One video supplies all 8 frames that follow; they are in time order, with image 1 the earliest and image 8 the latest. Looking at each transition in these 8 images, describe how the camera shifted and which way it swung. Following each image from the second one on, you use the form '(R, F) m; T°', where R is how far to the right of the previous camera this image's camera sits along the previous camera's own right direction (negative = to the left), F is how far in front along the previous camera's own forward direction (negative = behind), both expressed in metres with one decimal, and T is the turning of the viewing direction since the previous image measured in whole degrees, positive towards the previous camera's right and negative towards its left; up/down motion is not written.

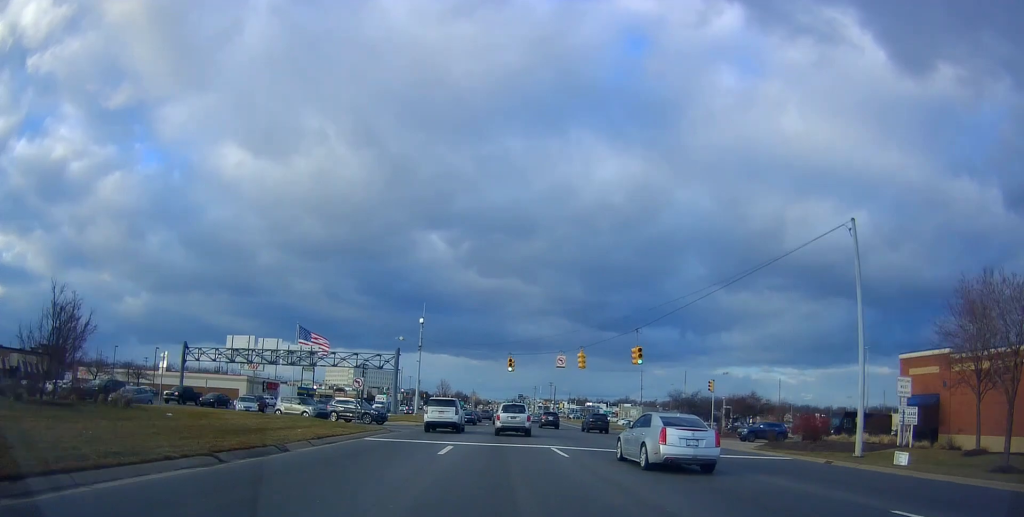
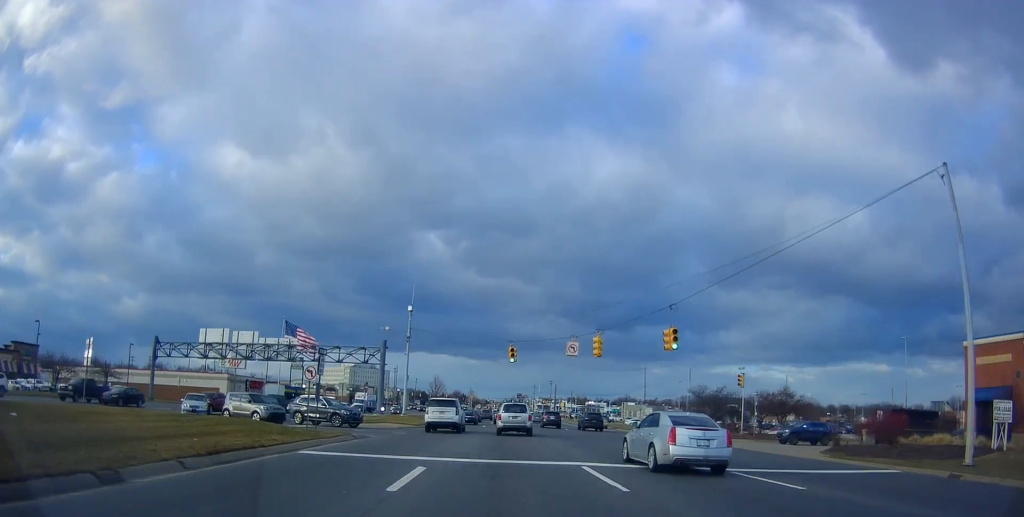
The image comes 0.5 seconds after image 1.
(+0.4, +8.0) m; 0°
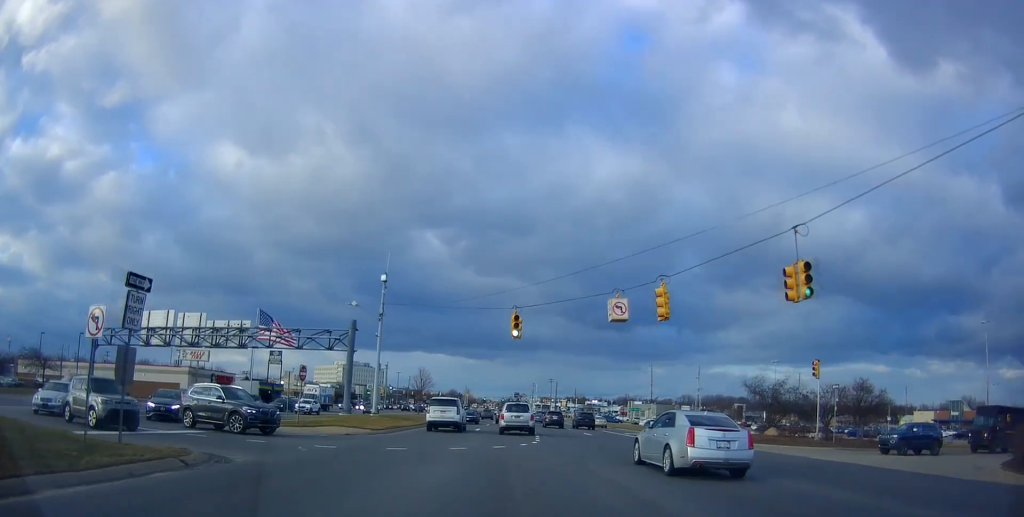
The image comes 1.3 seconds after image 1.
(+0.2, +13.8) m; 0°
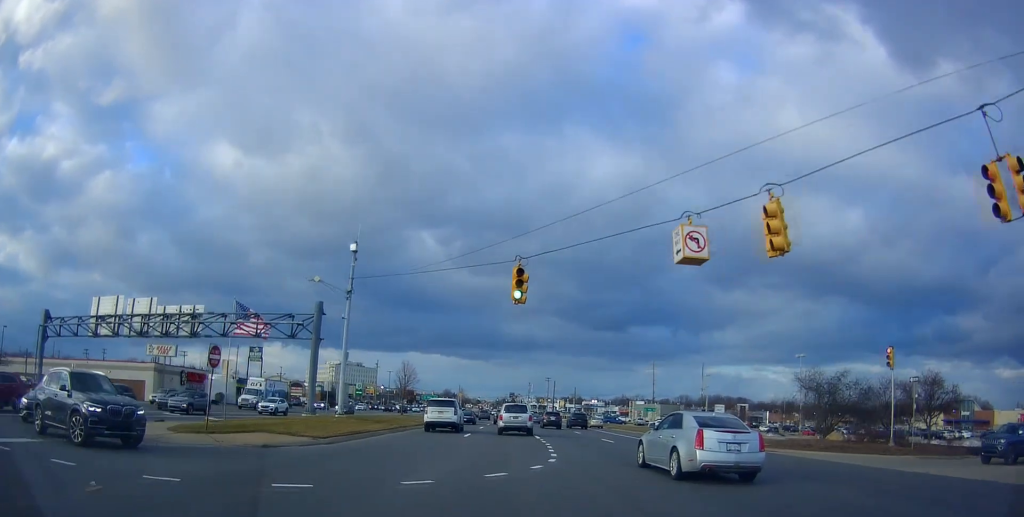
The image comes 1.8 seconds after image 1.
(-0.4, +9.3) m; 0°
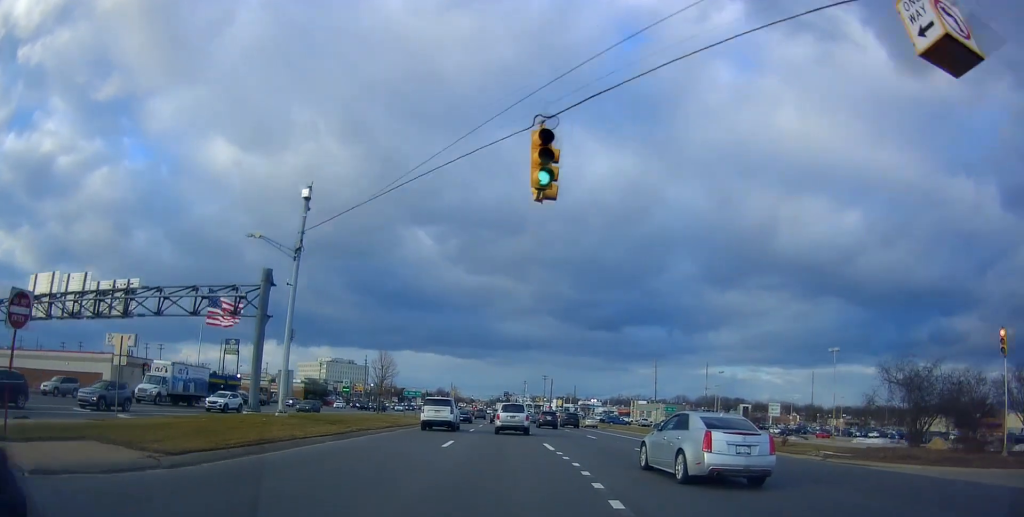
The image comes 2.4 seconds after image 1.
(+0.2, +9.9) m; +1°
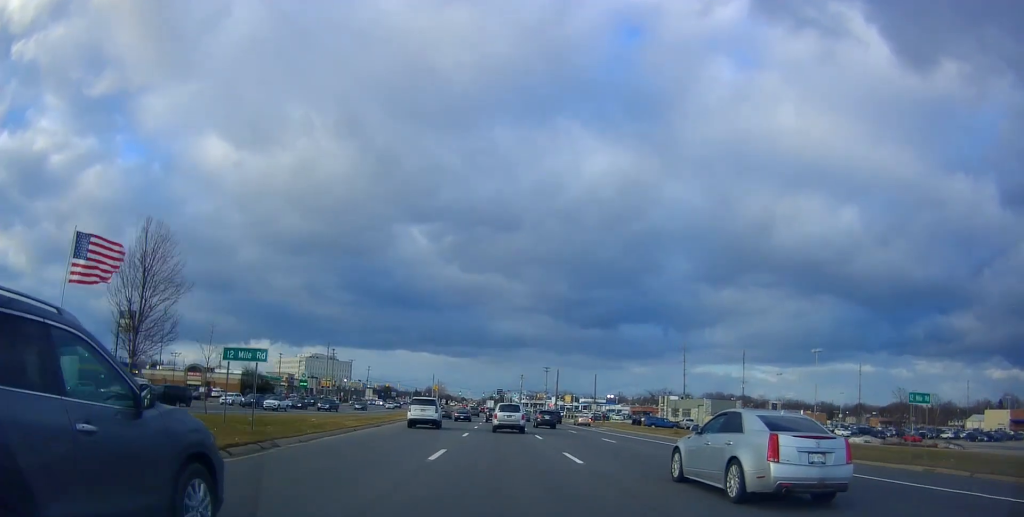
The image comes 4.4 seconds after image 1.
(+1.0, +36.4) m; +2°
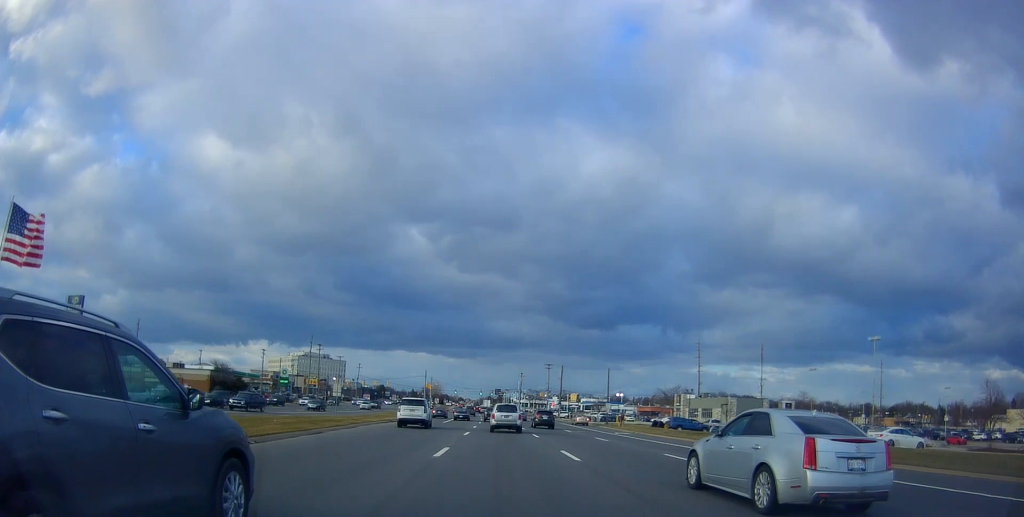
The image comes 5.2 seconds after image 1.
(0.0, +13.1) m; +1°
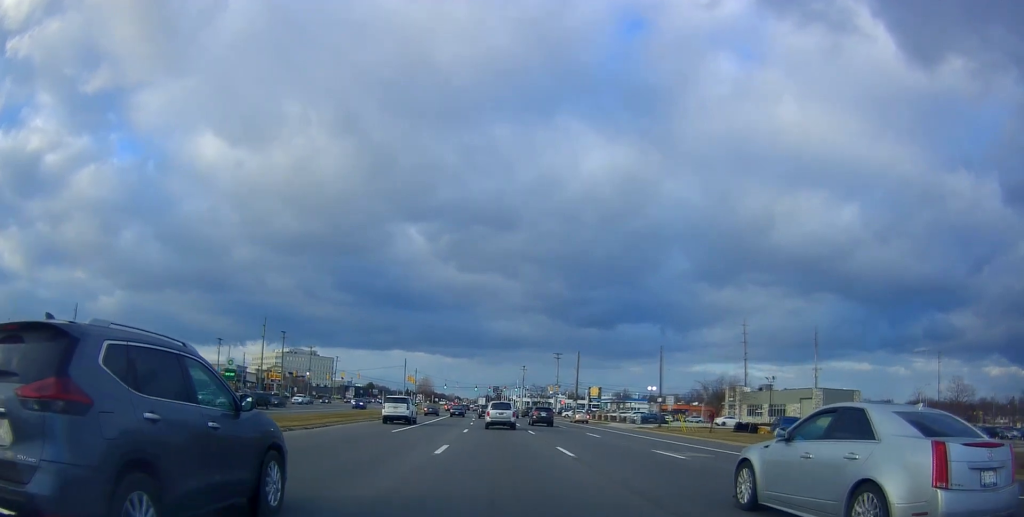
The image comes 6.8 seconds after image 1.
(+1.0, +29.1) m; +2°
